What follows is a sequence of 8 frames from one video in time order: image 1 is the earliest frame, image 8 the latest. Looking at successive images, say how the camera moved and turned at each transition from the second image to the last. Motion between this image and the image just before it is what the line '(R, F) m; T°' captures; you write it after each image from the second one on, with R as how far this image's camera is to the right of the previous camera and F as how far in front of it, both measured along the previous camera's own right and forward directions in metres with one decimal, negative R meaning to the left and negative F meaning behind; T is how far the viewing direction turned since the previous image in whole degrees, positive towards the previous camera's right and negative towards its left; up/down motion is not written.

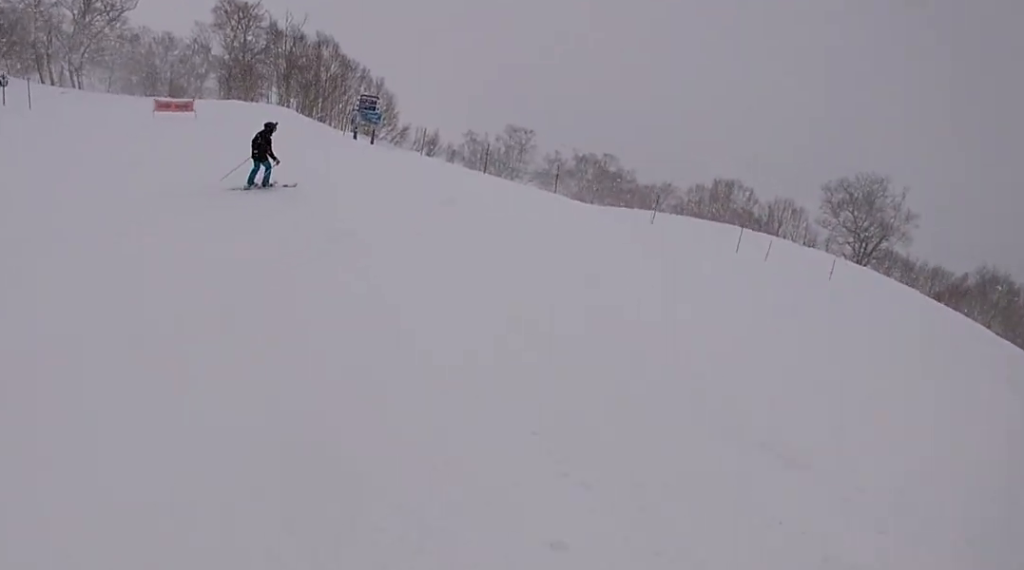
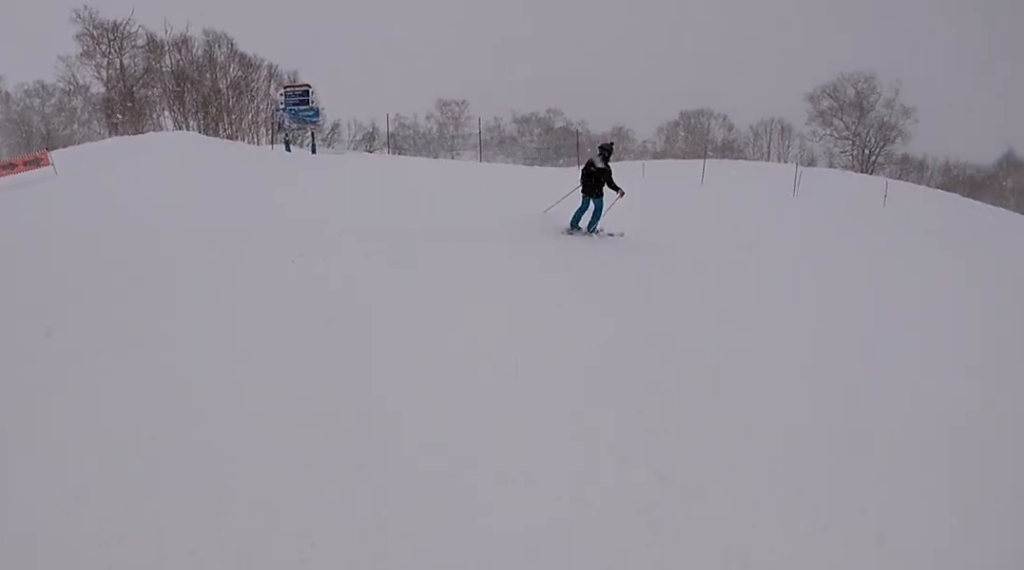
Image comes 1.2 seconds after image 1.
(+0.7, +8.8) m; +16°
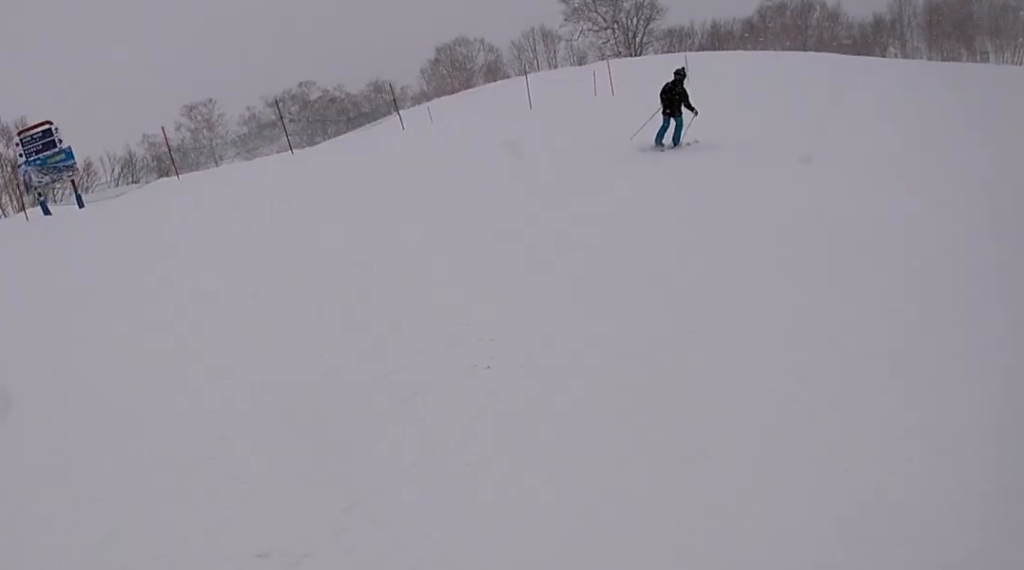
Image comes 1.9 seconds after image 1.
(+0.2, +4.6) m; +18°
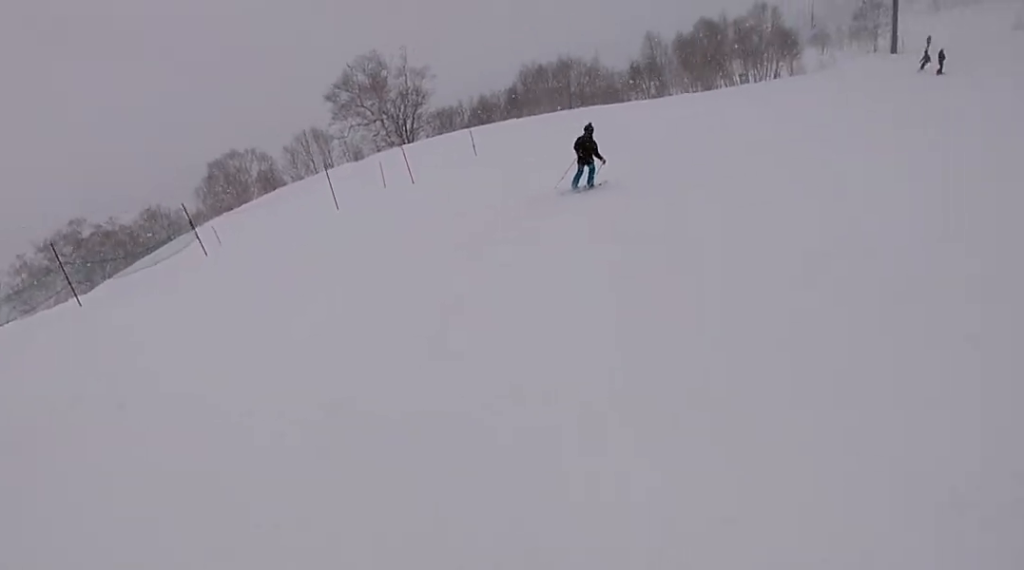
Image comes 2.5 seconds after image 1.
(+0.8, +3.1) m; +19°
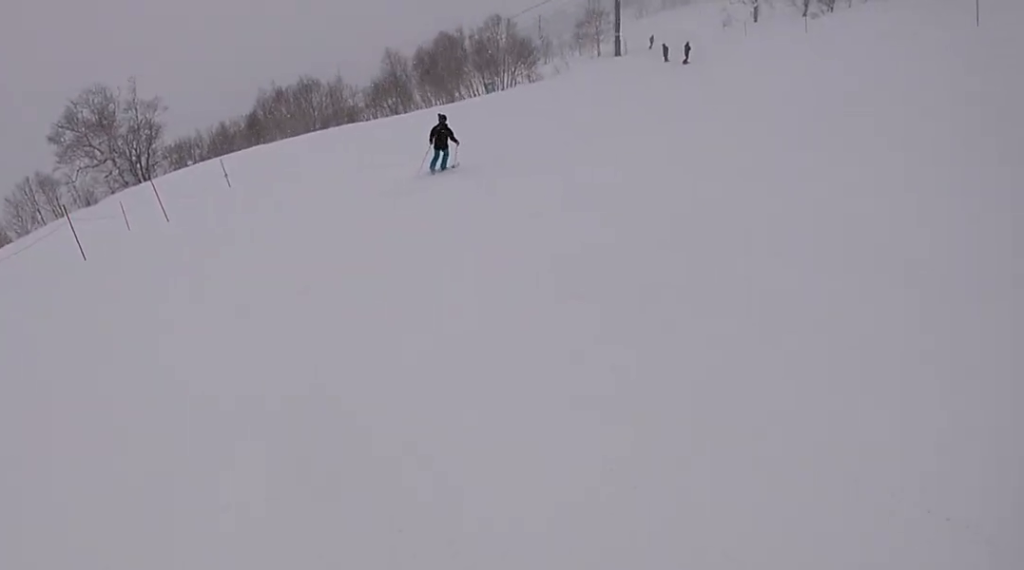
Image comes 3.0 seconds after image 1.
(+0.5, +3.2) m; +19°
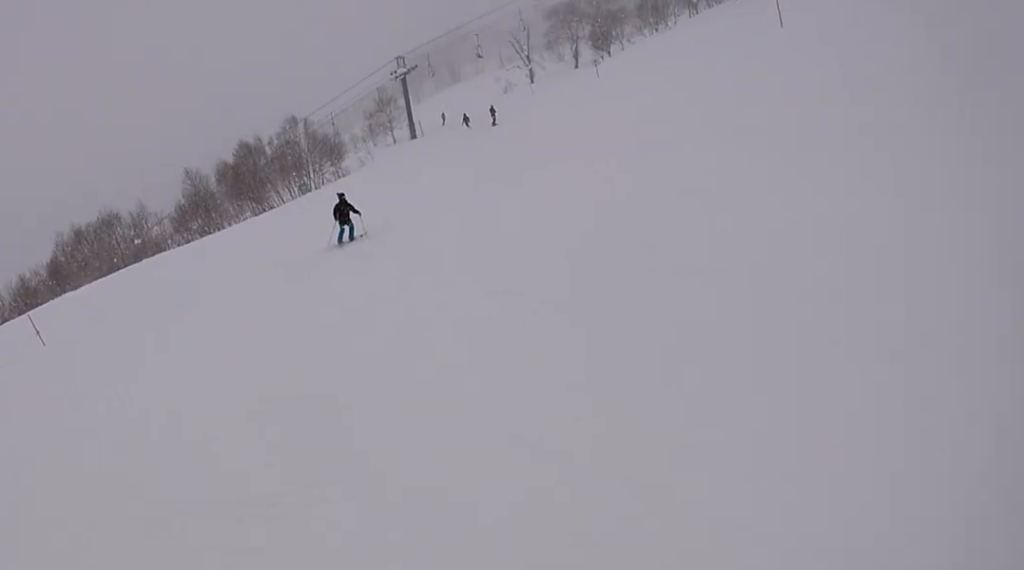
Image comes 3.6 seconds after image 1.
(+0.6, +3.5) m; +17°
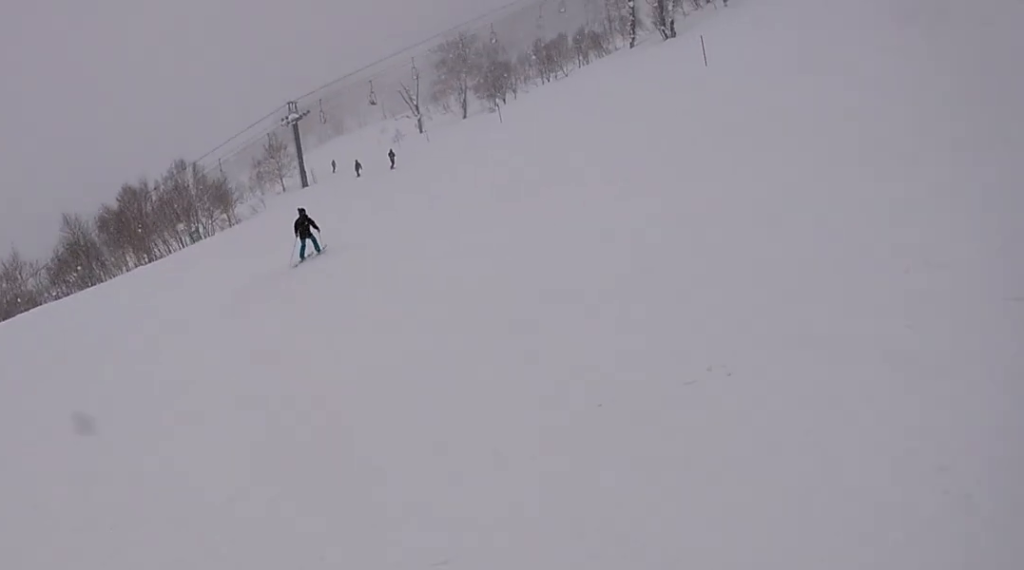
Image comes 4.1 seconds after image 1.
(+0.5, +3.1) m; +8°
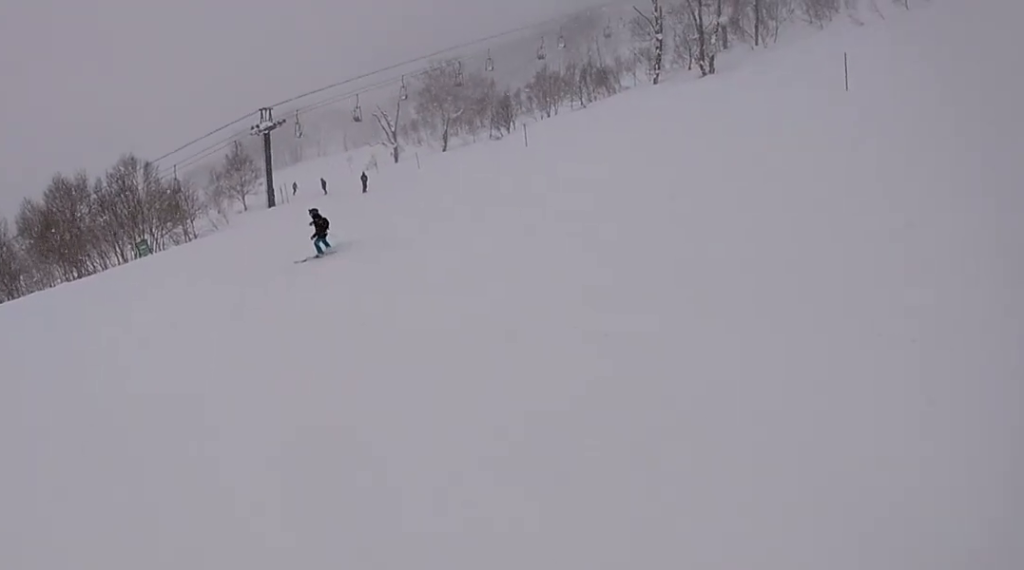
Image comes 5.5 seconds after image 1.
(+0.9, +8.8) m; -3°
